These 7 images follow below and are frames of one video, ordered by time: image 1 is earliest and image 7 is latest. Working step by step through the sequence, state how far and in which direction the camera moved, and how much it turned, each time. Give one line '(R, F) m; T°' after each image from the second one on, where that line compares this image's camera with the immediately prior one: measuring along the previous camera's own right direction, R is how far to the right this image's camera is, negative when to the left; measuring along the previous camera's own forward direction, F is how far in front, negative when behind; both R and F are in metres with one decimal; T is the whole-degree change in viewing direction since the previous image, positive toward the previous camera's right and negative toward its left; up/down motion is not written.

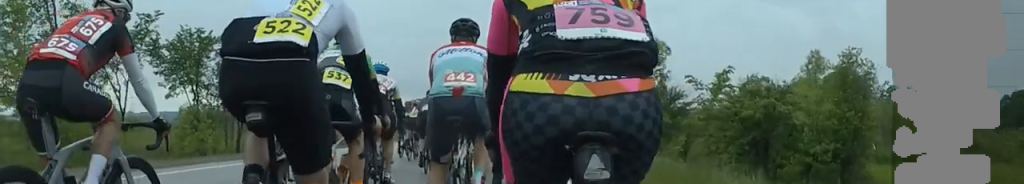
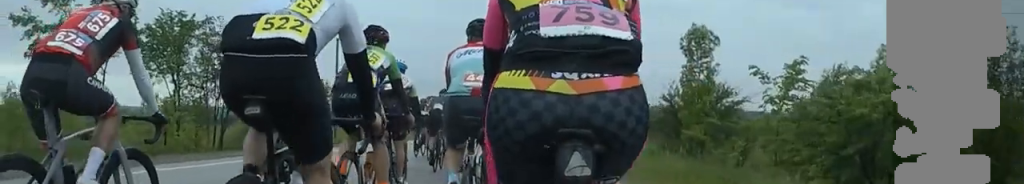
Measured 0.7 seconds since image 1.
(0.0, +8.0) m; 0°
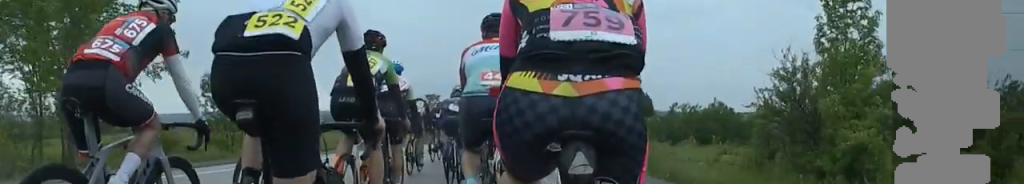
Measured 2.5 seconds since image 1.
(0.0, +20.6) m; 0°
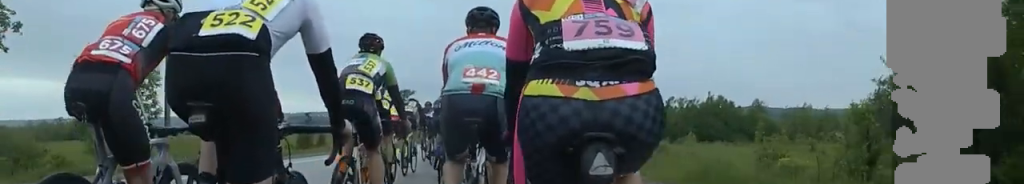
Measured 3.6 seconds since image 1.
(0.0, +12.1) m; 0°
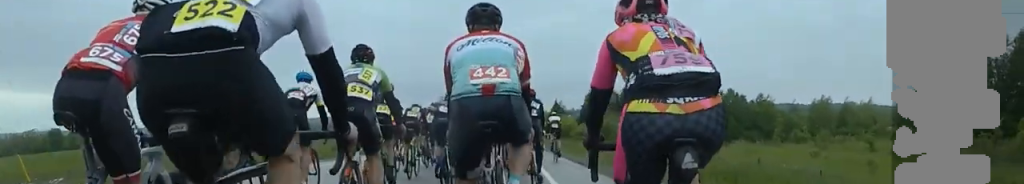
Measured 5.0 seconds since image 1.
(-0.1, +15.7) m; -1°
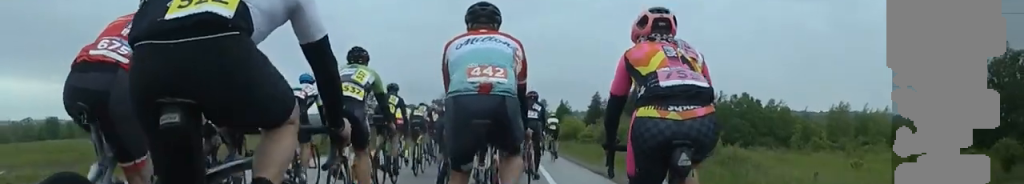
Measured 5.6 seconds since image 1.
(-0.1, +6.5) m; -1°
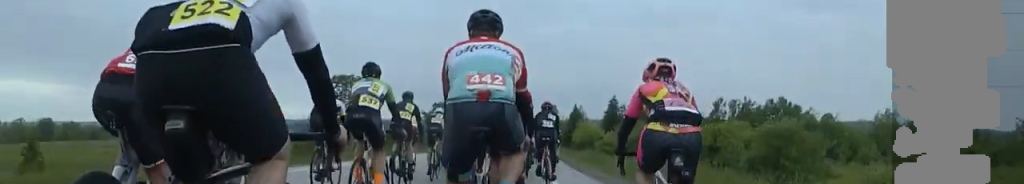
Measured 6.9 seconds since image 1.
(0.0, +14.8) m; +1°
